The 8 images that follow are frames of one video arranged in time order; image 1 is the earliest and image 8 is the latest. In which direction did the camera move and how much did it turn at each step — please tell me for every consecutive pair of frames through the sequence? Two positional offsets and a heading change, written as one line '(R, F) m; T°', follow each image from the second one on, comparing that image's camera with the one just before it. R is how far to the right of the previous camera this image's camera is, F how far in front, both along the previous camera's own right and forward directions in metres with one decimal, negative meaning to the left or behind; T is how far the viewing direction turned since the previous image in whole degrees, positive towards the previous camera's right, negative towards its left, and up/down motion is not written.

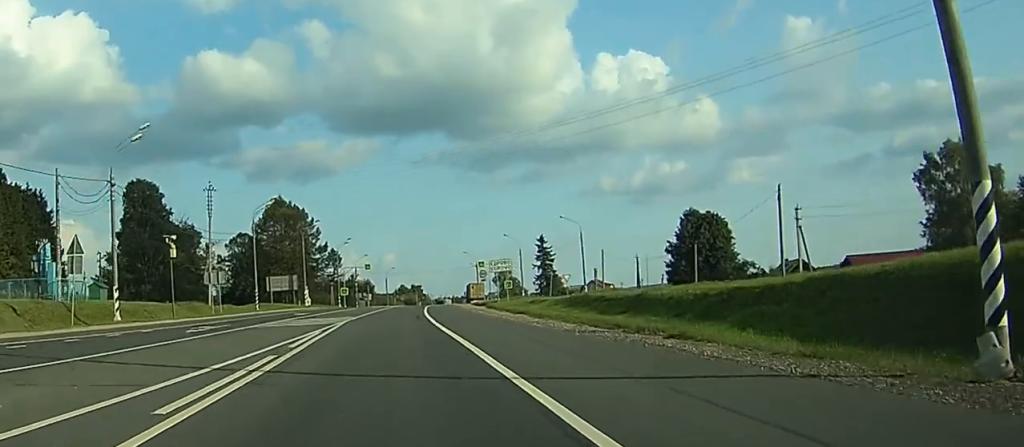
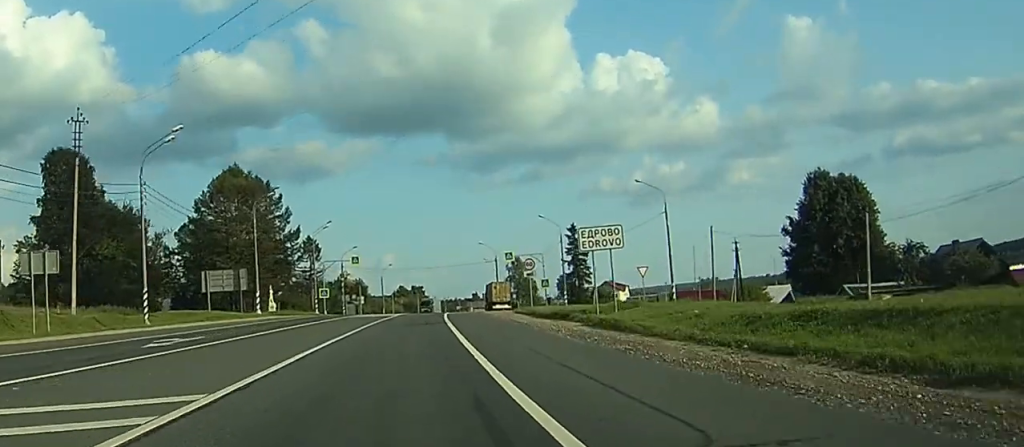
(-0.1, +39.2) m; 0°
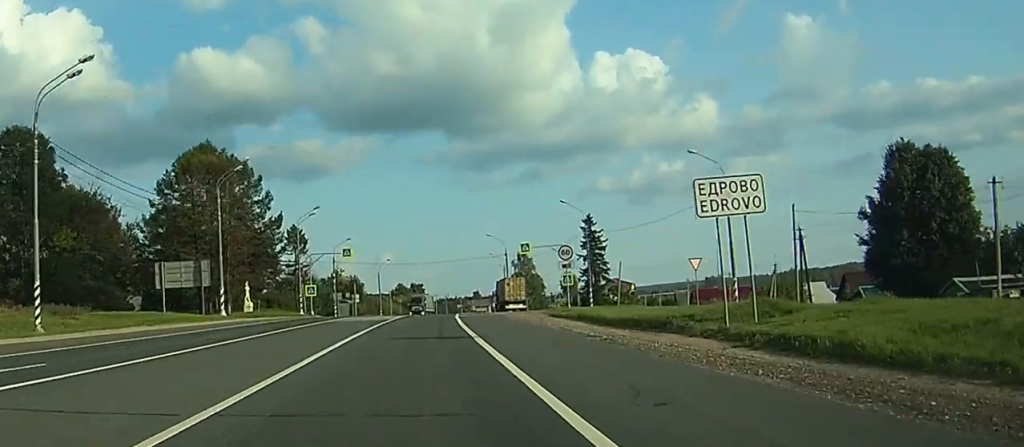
(0.0, +15.5) m; 0°
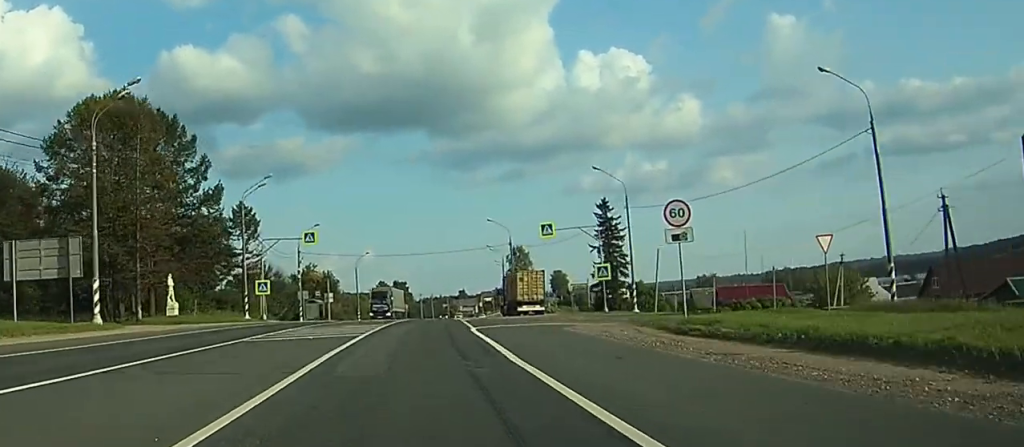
(+0.2, +24.0) m; 0°
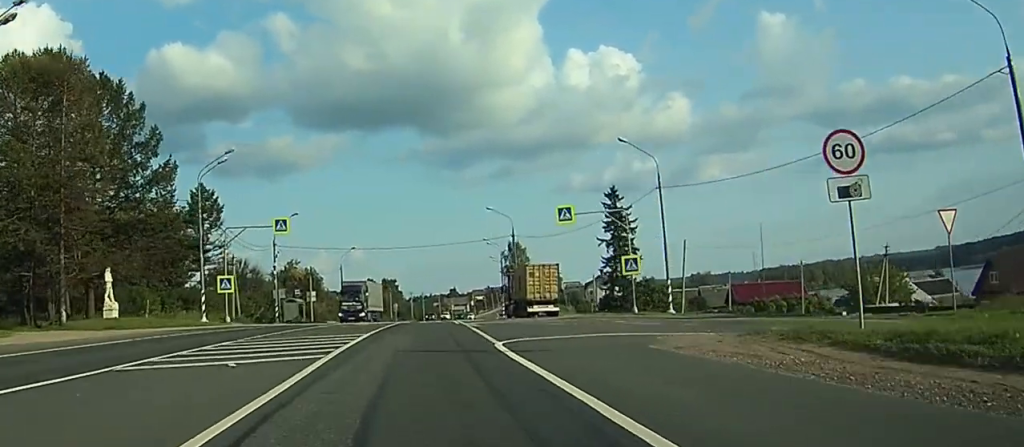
(0.0, +11.9) m; 0°
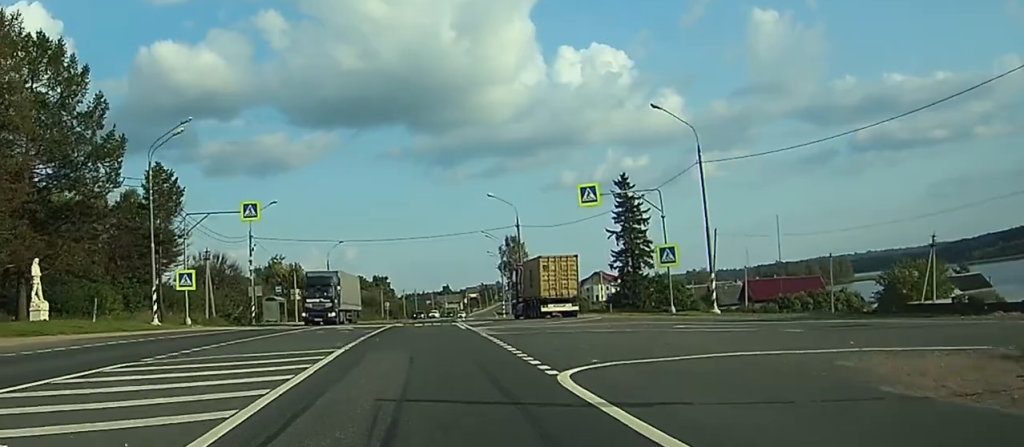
(0.0, +9.8) m; 0°
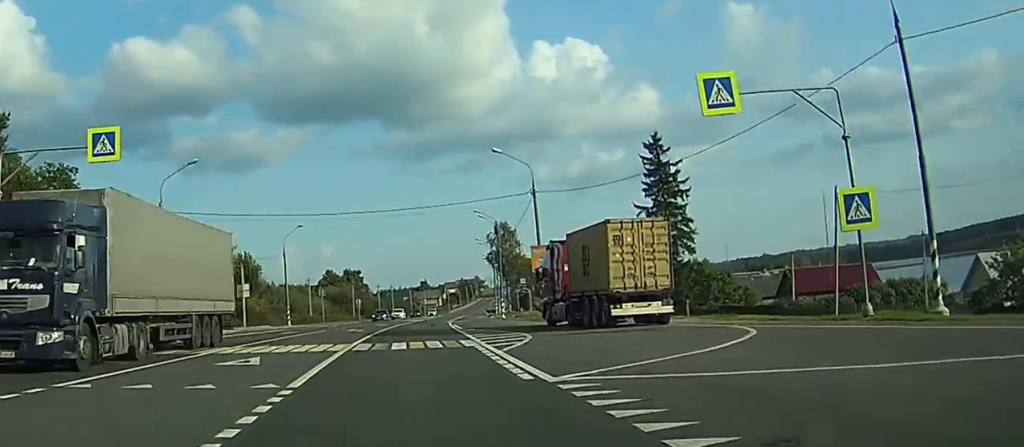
(0.0, +23.5) m; 0°
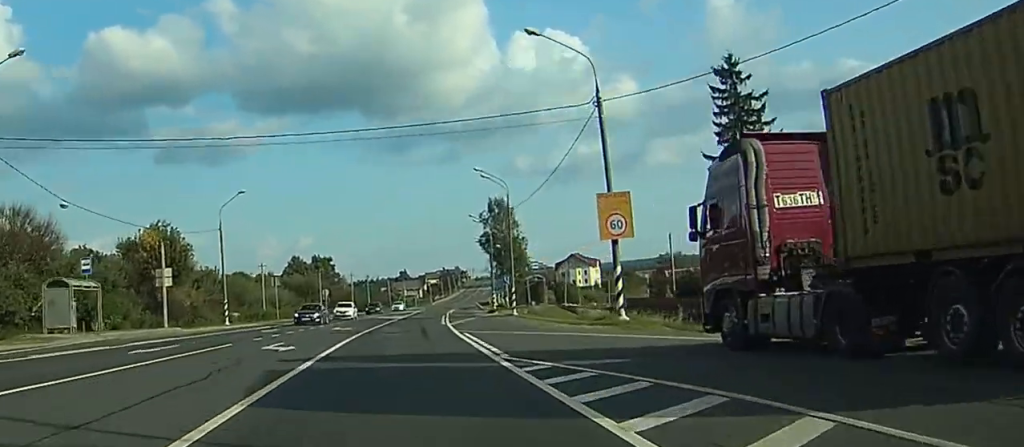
(+0.2, +25.3) m; +2°
